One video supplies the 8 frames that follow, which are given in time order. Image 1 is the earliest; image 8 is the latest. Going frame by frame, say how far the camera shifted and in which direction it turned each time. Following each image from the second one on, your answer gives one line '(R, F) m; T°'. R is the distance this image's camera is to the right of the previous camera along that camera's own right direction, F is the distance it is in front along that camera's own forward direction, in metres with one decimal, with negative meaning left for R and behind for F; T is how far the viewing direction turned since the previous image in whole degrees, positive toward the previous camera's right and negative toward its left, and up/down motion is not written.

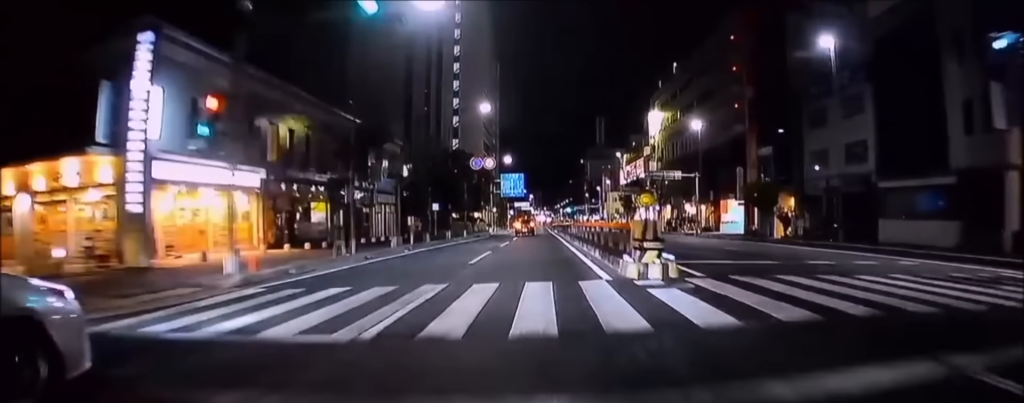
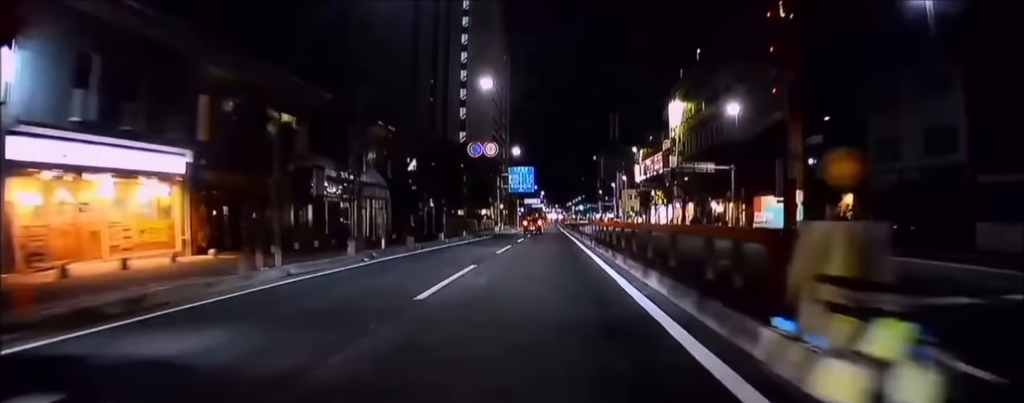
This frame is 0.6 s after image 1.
(0.0, +6.4) m; 0°
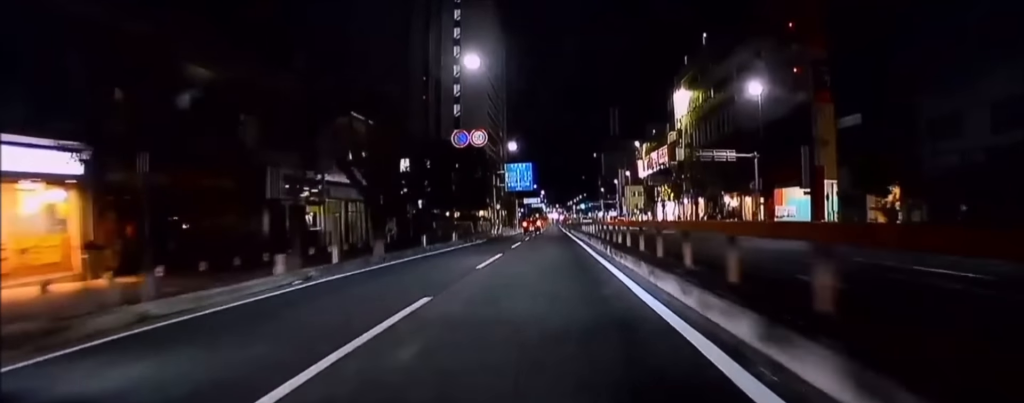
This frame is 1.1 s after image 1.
(0.0, +5.2) m; 0°
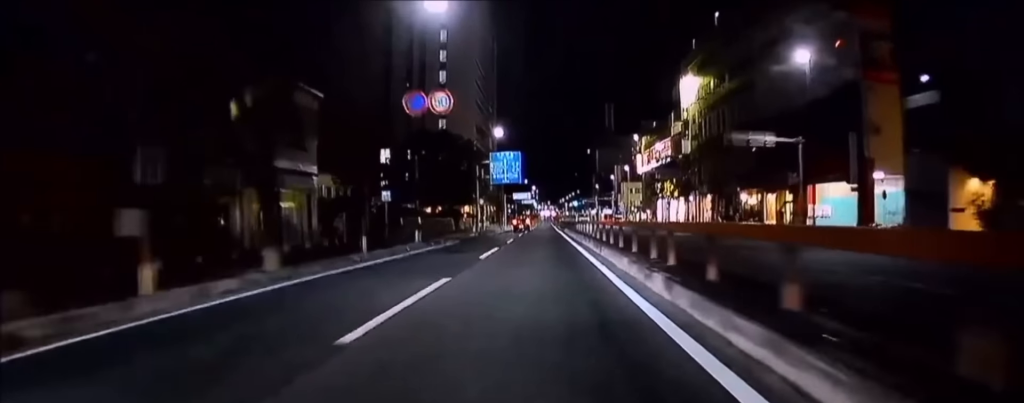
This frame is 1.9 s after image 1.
(0.0, +7.7) m; 0°
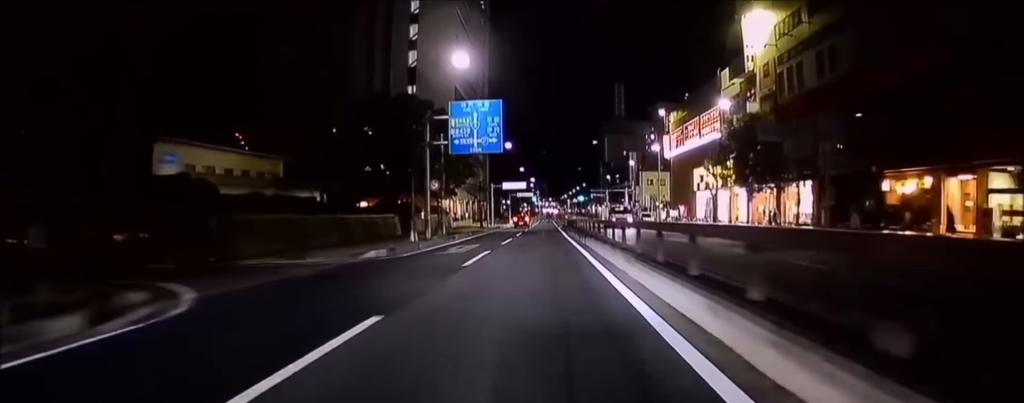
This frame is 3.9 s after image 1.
(0.0, +23.3) m; -1°
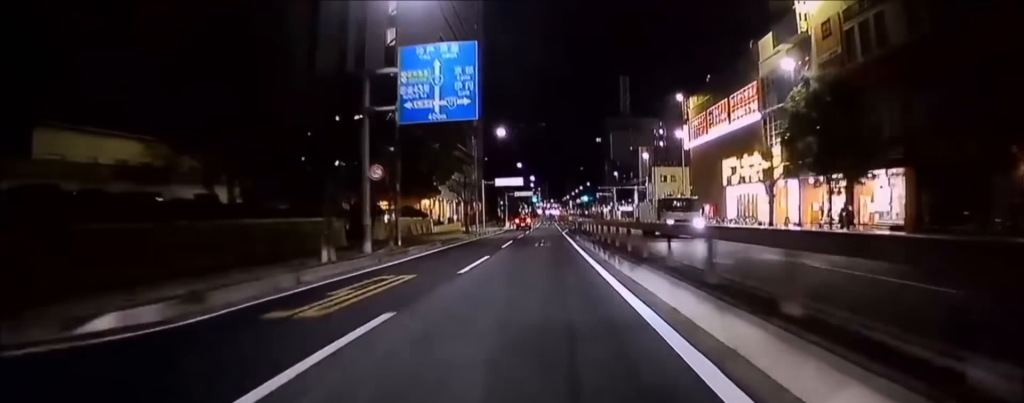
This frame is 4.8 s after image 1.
(-0.1, +10.8) m; -1°
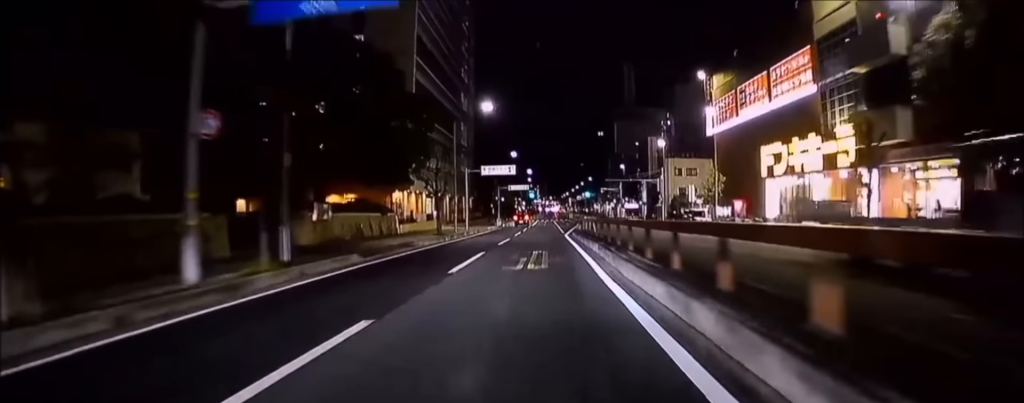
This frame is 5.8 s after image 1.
(-0.1, +11.6) m; 0°
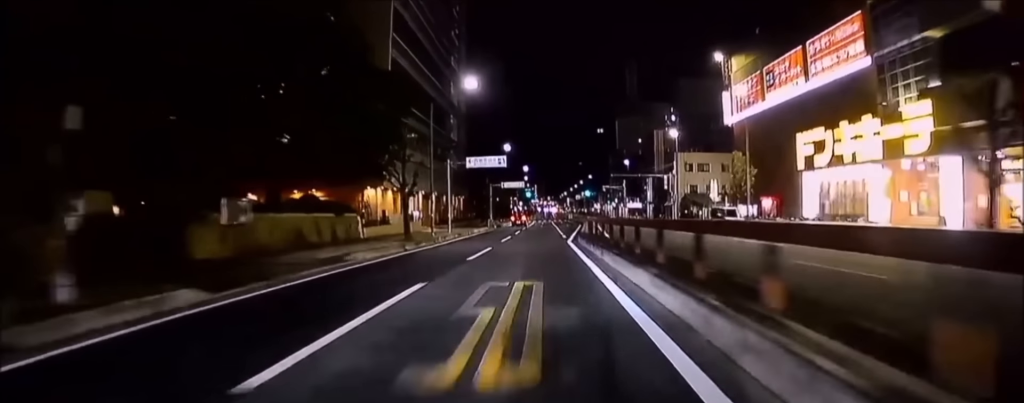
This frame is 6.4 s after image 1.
(0.0, +8.0) m; +1°
